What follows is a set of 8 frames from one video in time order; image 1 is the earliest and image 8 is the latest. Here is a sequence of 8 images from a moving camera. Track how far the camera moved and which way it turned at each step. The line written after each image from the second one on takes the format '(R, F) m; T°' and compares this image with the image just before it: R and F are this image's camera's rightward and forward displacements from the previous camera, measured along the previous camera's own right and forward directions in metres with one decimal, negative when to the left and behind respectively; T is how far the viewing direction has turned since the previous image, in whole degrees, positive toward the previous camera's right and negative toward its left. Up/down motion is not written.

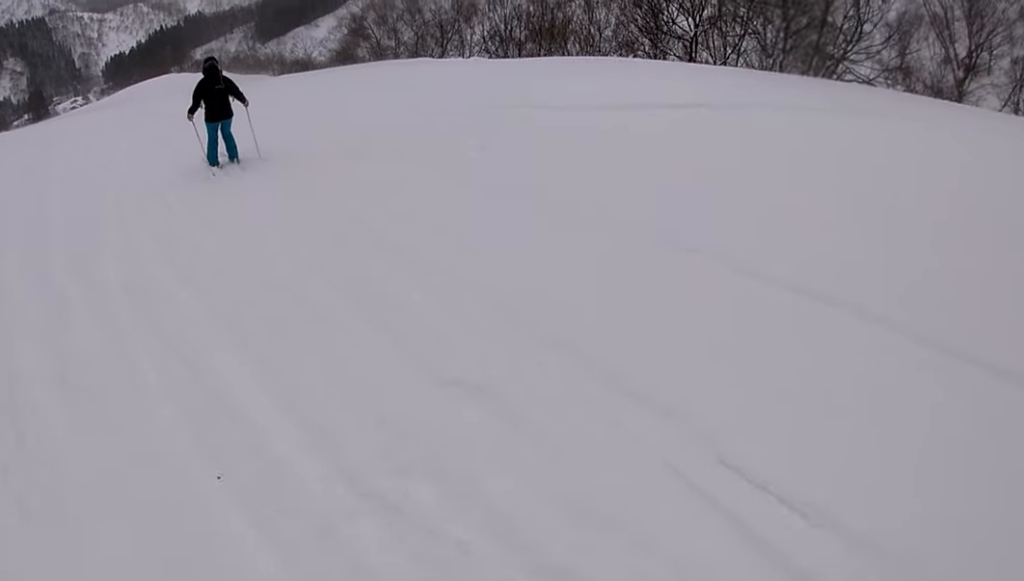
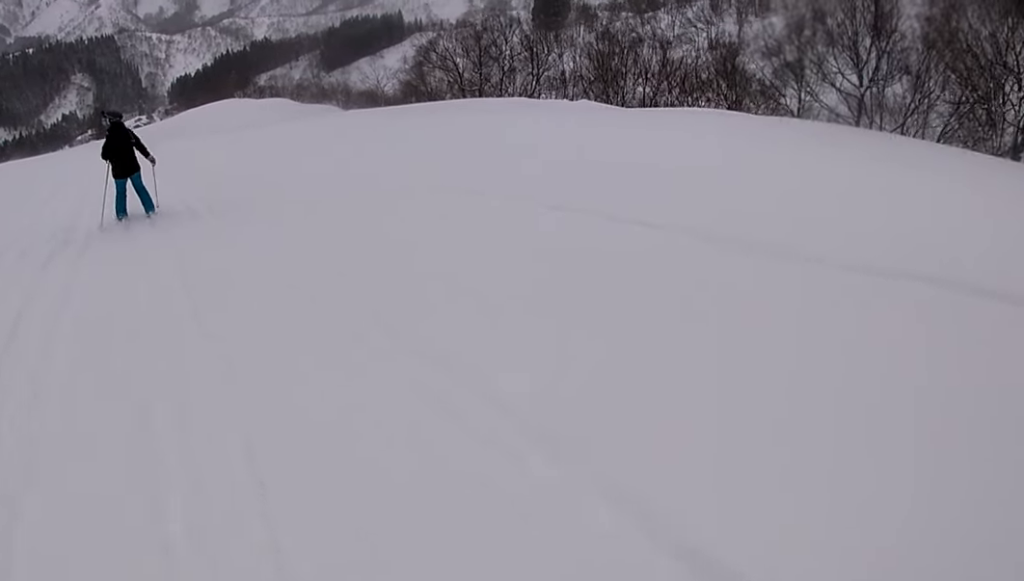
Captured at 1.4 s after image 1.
(-0.1, +7.1) m; -11°
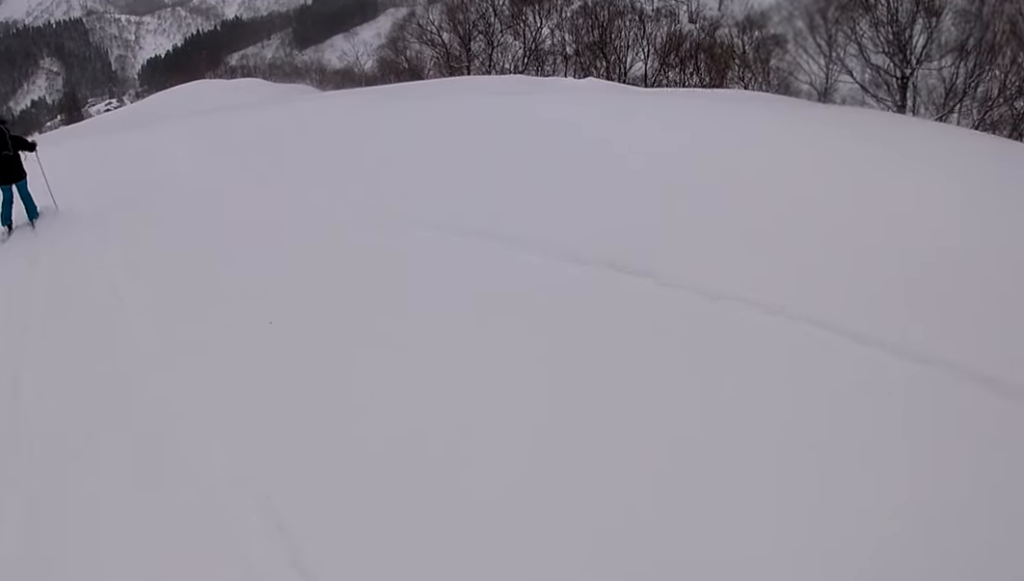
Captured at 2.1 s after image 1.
(-0.4, +3.4) m; -6°
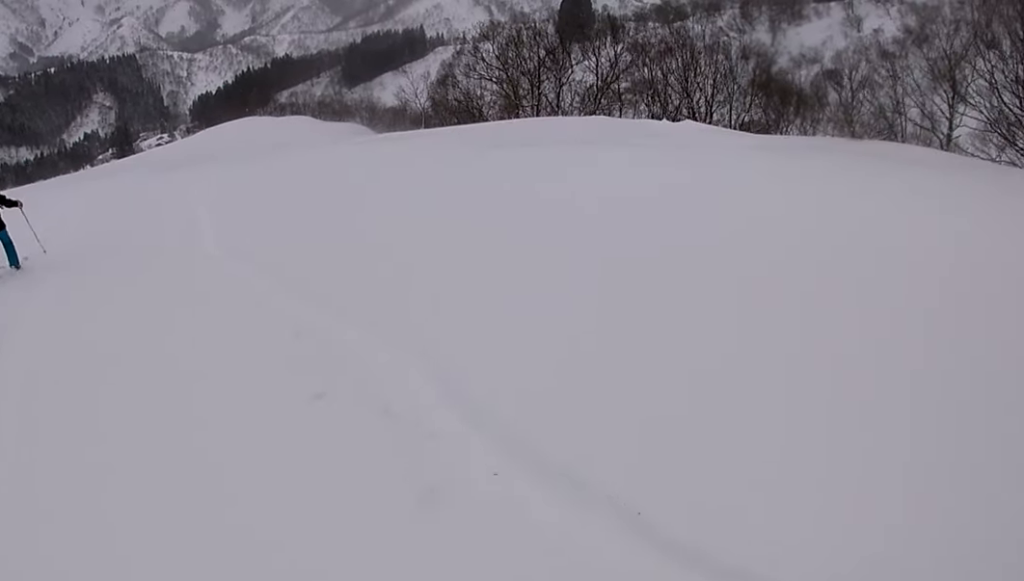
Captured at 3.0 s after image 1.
(-0.2, +3.9) m; -1°
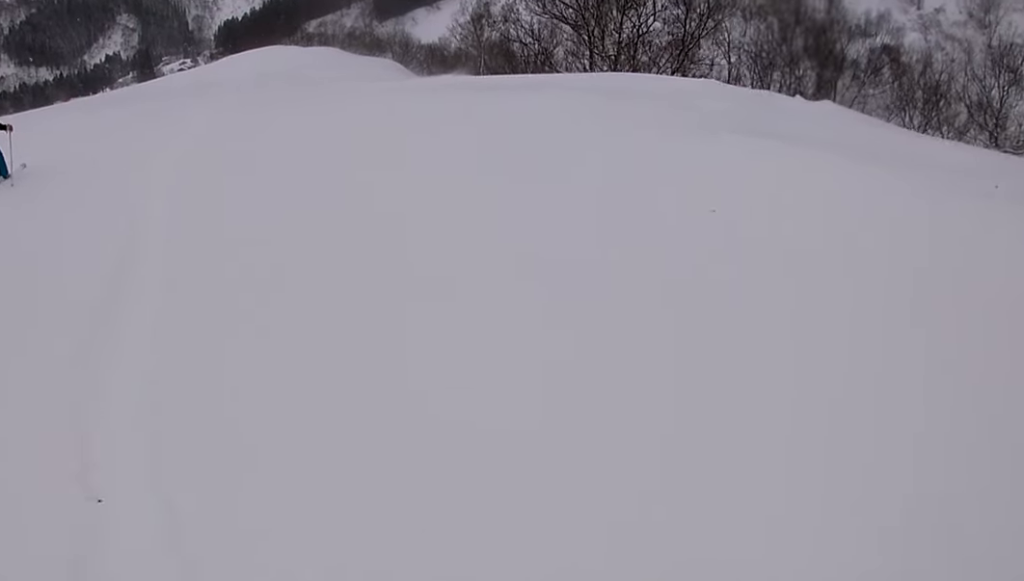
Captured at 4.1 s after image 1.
(+0.4, +5.4) m; +5°
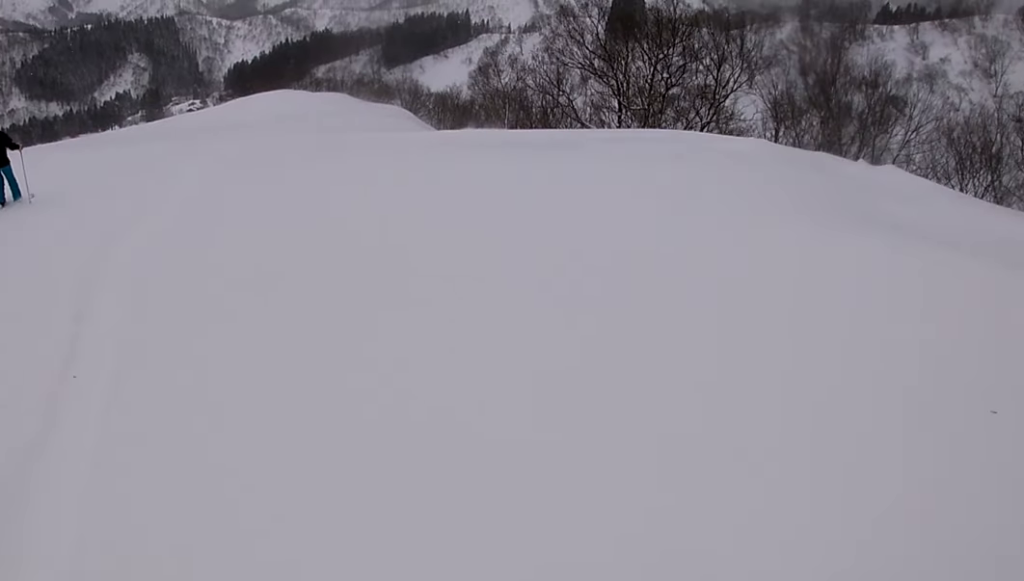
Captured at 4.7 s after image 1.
(+0.2, +2.6) m; 0°
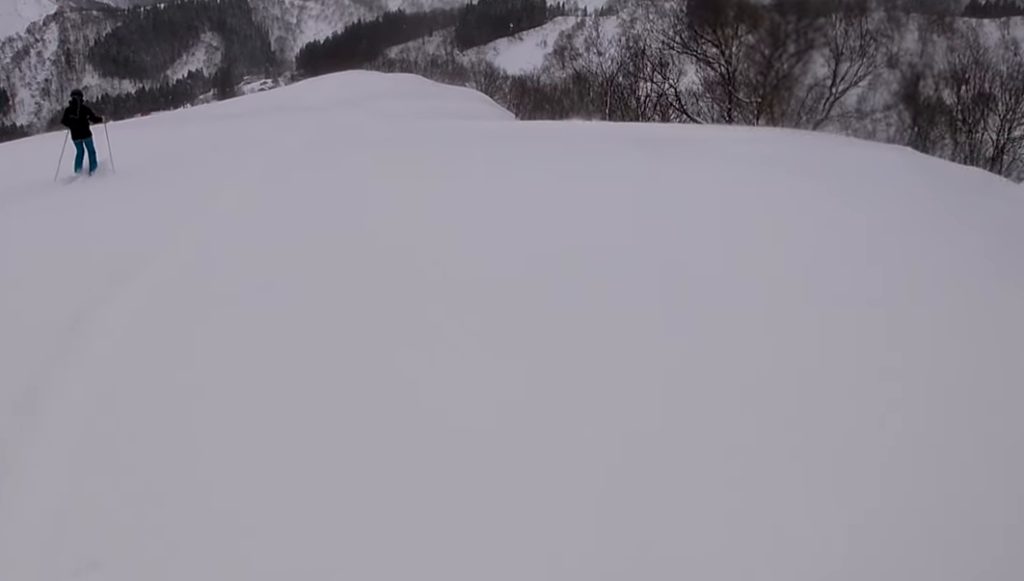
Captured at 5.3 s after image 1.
(-0.3, +2.7) m; -5°
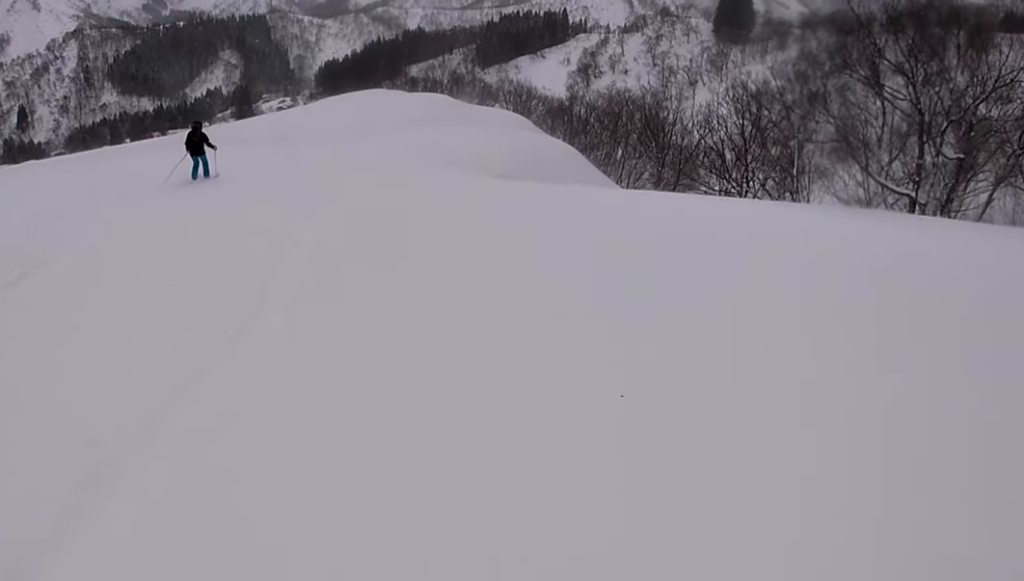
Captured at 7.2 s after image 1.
(-0.4, +9.1) m; +3°
